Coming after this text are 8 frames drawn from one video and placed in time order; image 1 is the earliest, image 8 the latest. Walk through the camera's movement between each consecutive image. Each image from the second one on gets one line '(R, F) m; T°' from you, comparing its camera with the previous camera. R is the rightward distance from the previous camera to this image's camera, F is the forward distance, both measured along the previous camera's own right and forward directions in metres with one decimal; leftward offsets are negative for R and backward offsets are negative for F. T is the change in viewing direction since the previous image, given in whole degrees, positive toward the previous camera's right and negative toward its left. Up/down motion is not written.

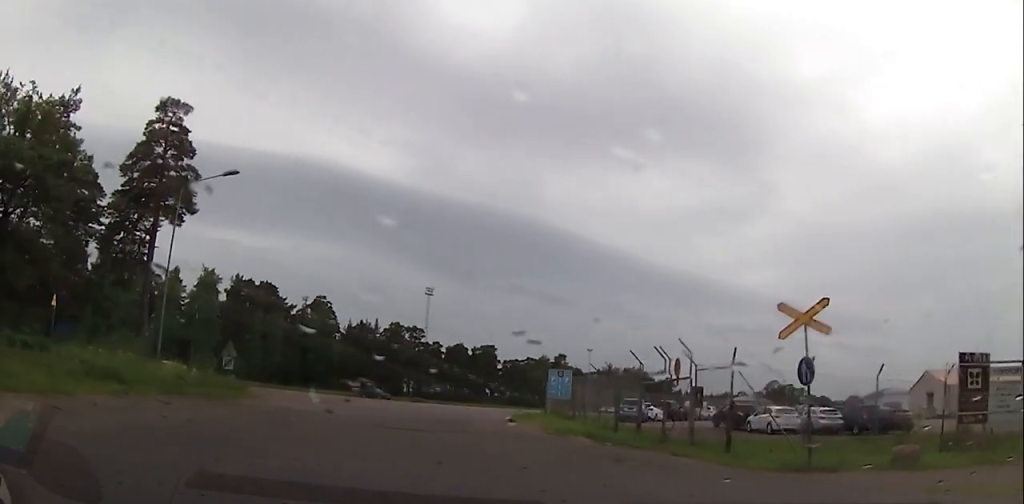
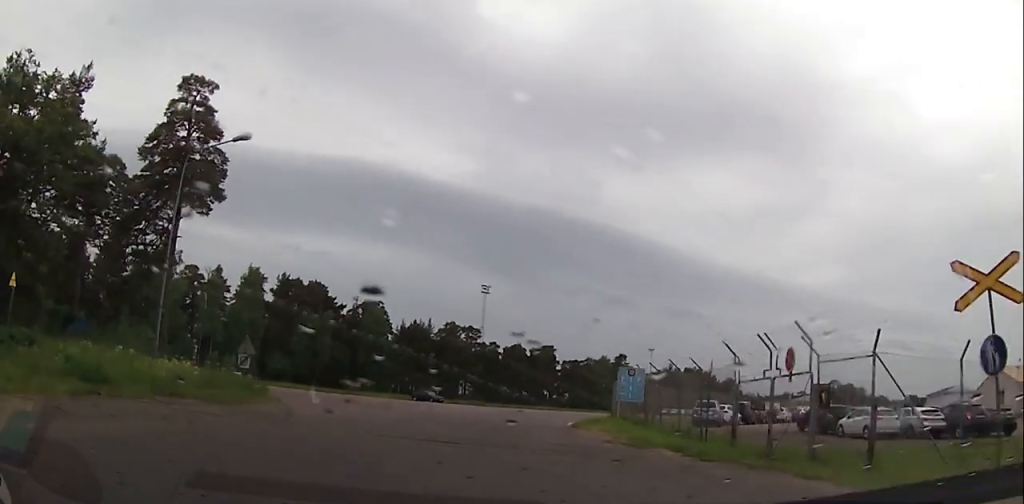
(-0.1, +4.7) m; -2°
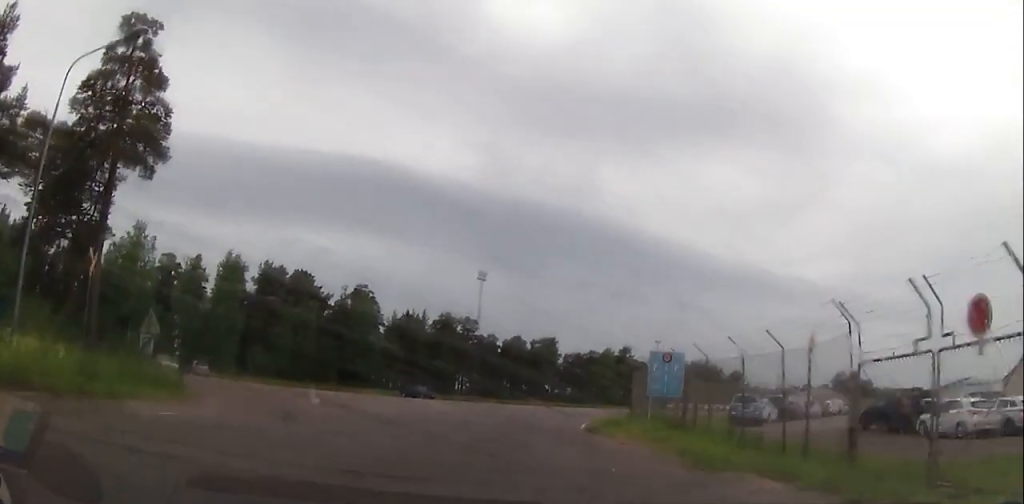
(-0.2, +7.8) m; 0°
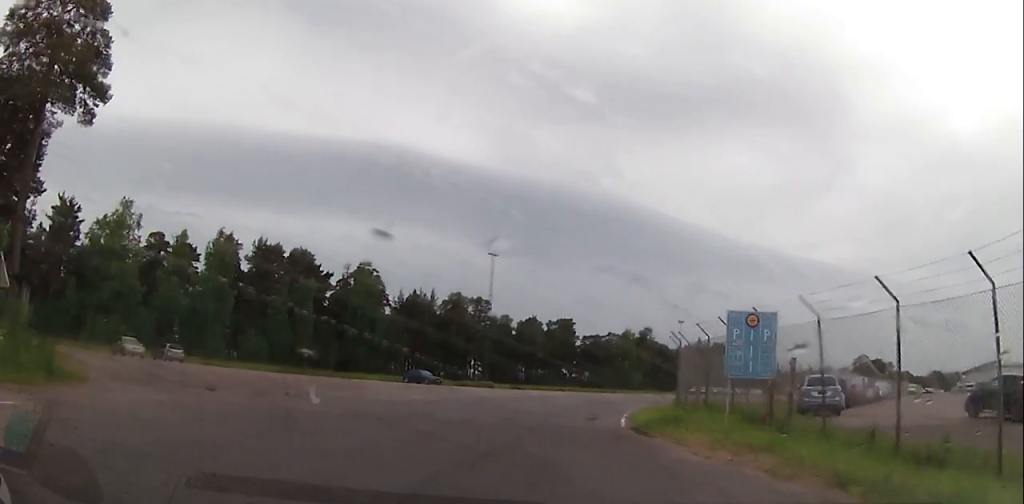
(+0.4, +7.6) m; +2°
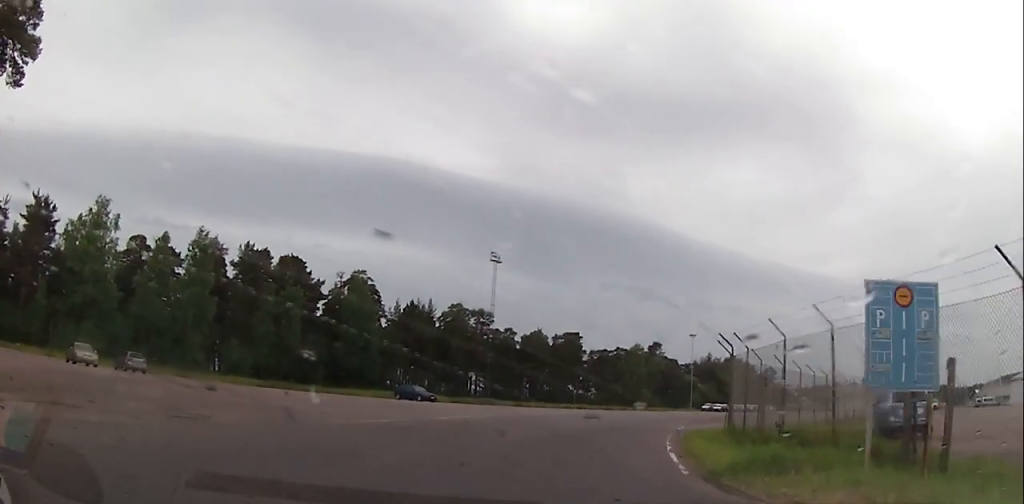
(-0.4, +6.5) m; -6°
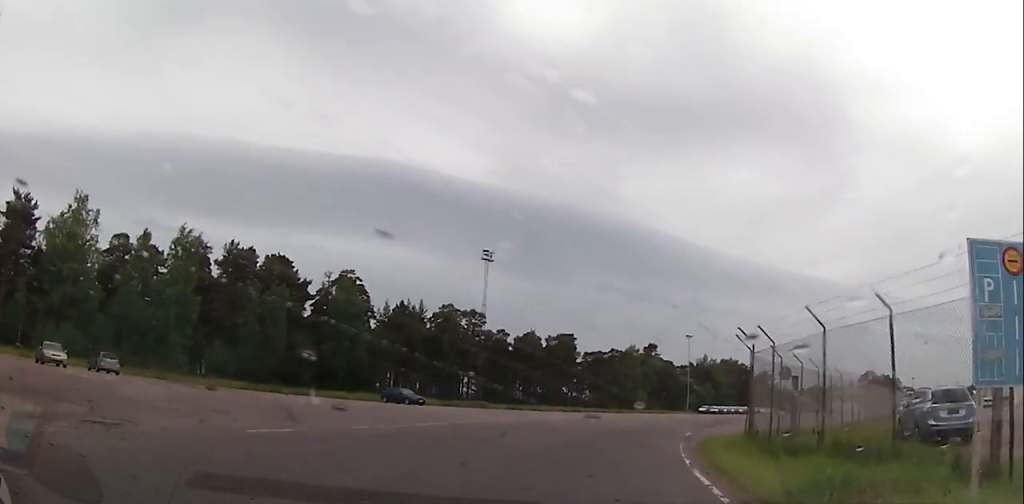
(-0.1, +2.7) m; -2°
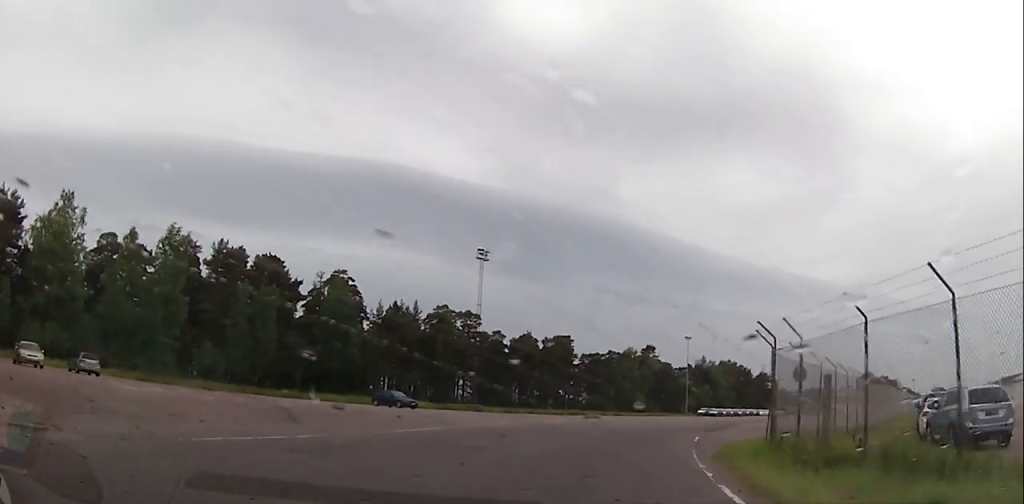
(0.0, +2.0) m; 0°
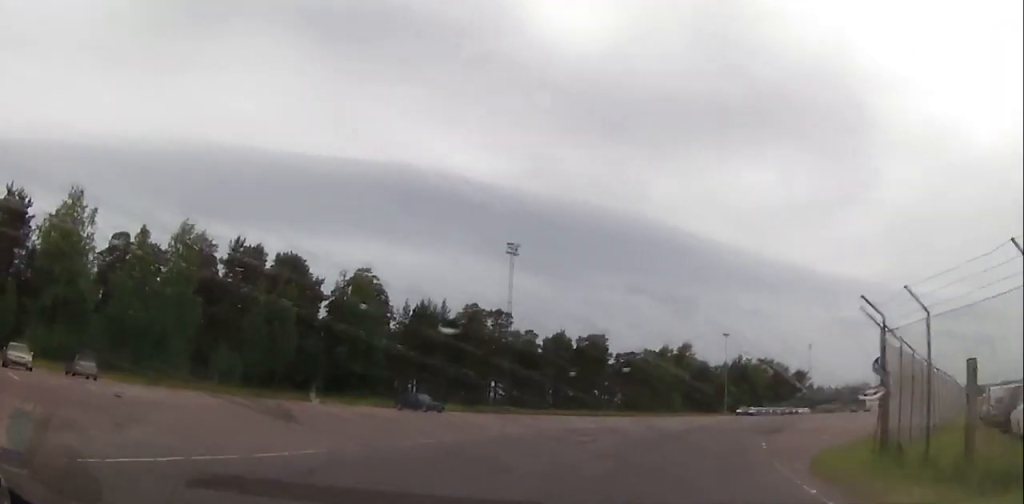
(0.0, +3.7) m; -1°
